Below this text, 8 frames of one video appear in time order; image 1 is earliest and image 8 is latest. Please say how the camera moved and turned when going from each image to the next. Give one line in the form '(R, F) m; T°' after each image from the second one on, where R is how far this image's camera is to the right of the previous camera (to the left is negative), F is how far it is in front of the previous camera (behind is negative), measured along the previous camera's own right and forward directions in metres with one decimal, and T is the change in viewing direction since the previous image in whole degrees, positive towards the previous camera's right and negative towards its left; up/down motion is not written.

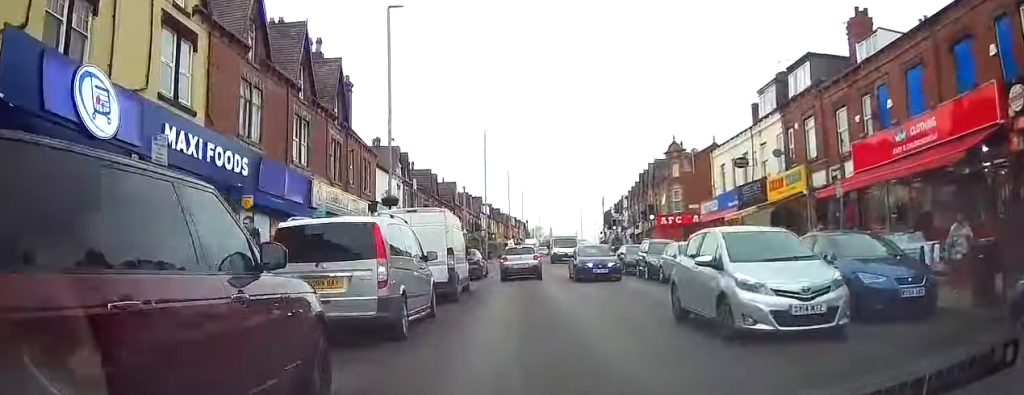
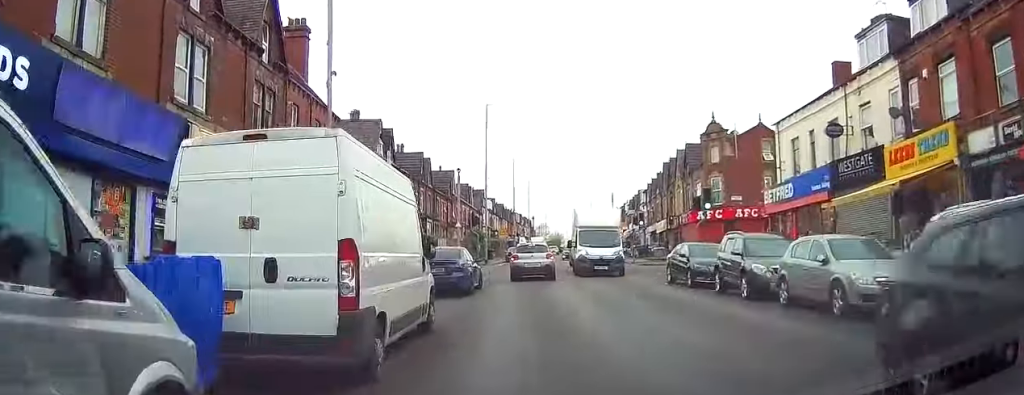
(+0.1, +11.2) m; -1°
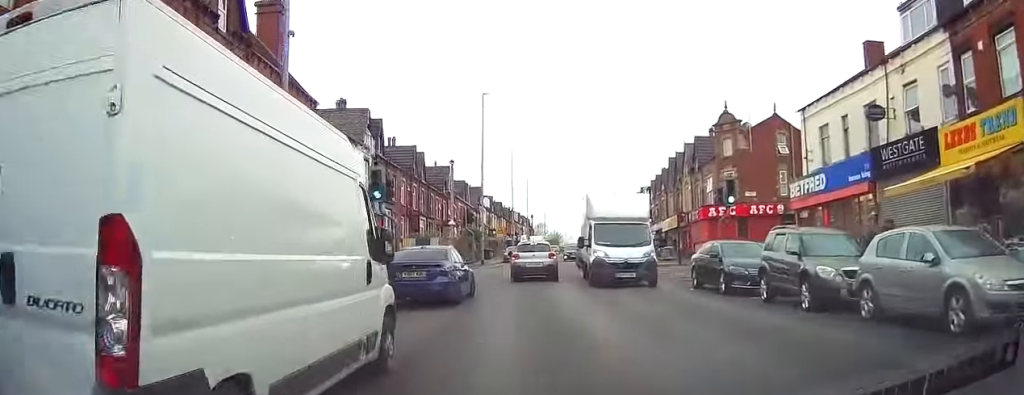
(-0.2, +3.7) m; +1°
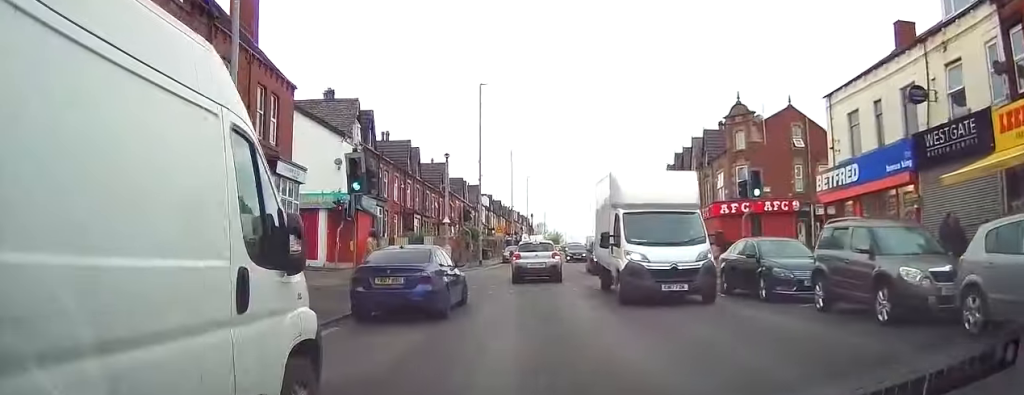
(0.0, +2.9) m; +2°
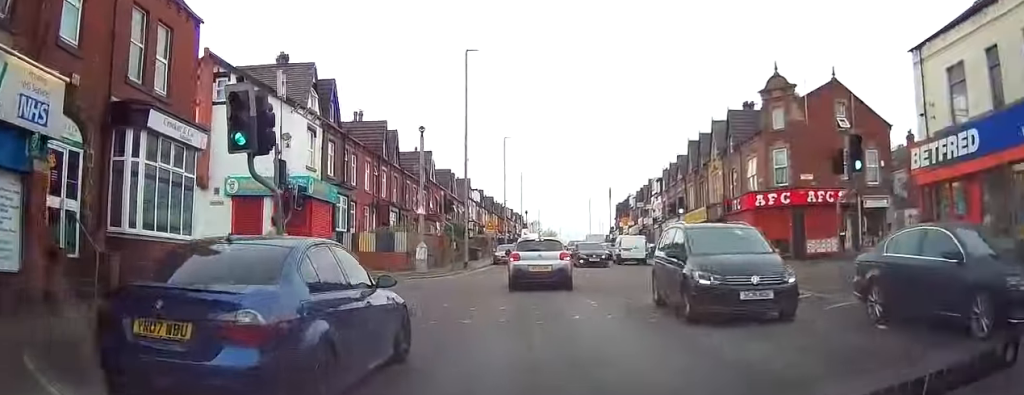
(+0.6, +8.0) m; +4°
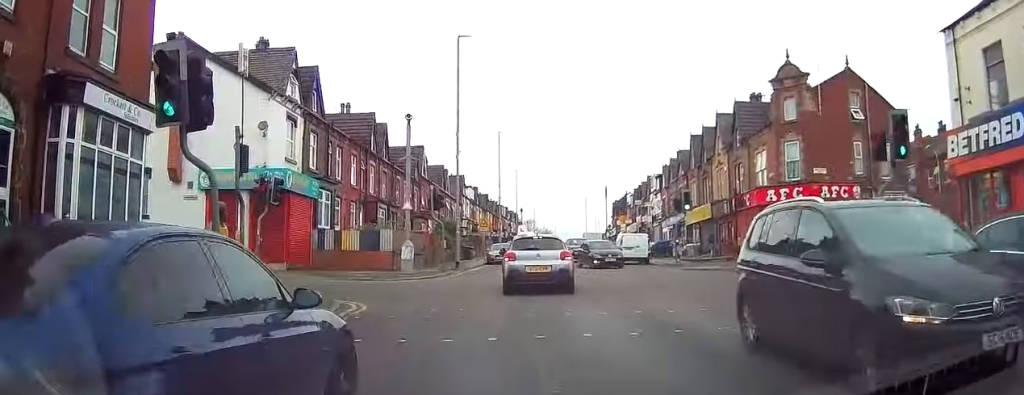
(0.0, +2.6) m; 0°
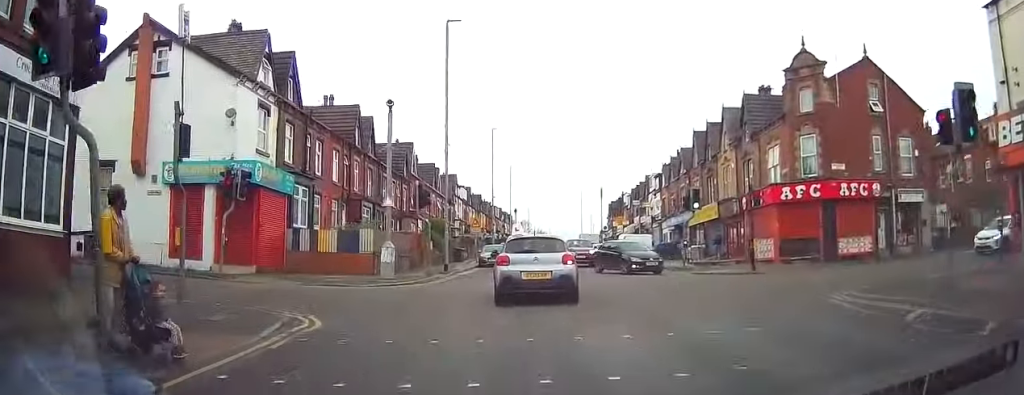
(0.0, +3.1) m; -2°
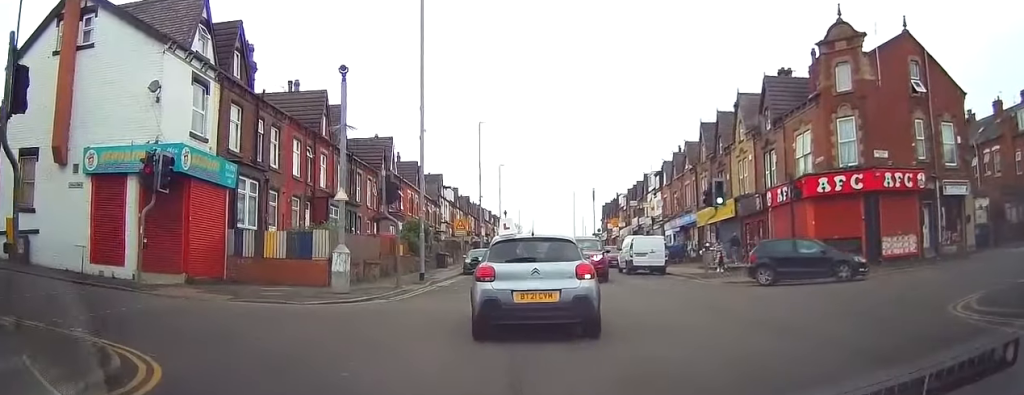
(0.0, +6.5) m; +3°
